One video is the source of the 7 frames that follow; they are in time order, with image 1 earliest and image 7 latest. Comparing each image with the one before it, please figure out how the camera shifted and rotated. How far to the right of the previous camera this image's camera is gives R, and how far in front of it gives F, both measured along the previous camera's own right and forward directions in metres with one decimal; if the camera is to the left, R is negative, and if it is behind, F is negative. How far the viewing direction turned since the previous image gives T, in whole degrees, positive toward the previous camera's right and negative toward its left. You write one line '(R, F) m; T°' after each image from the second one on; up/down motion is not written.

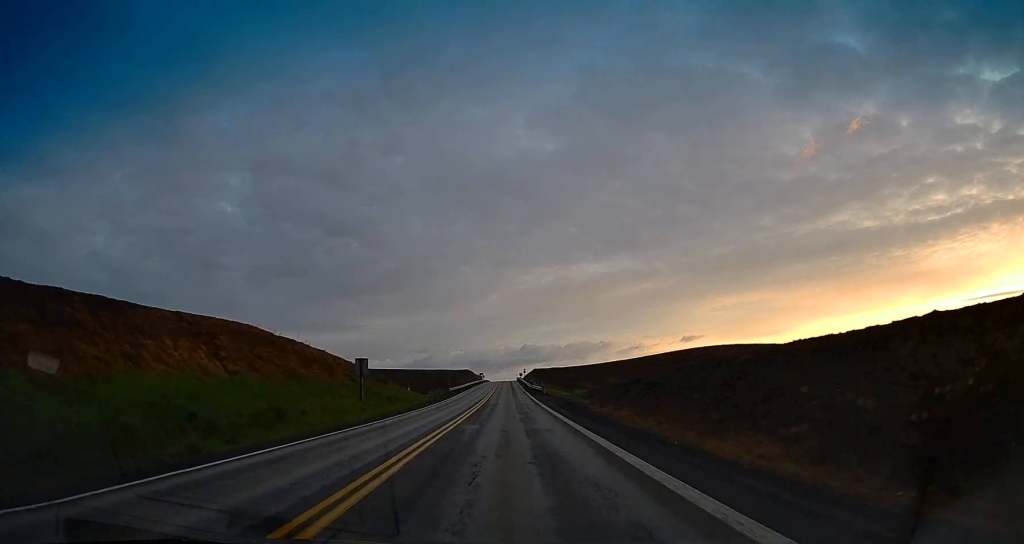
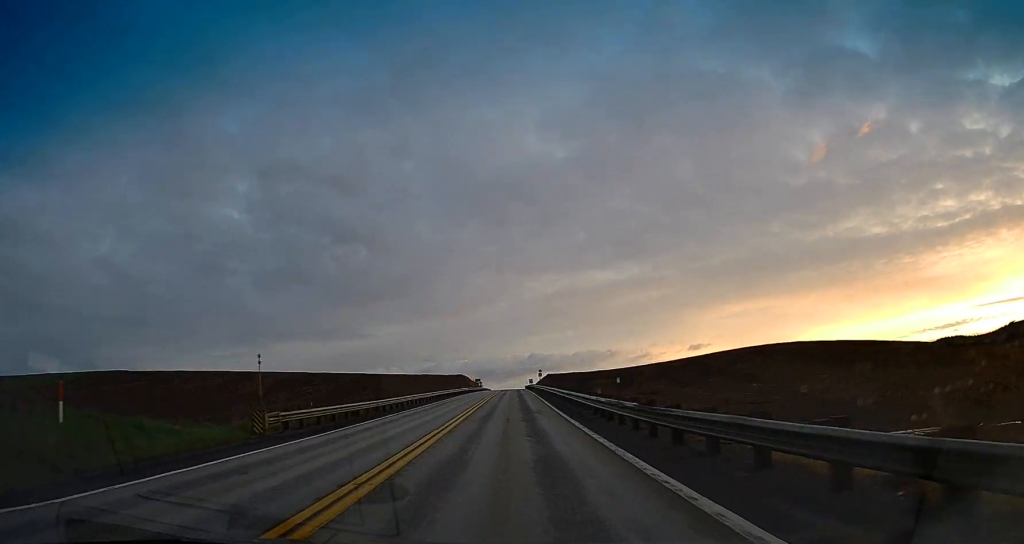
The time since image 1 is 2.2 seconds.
(-0.1, +58.6) m; 0°
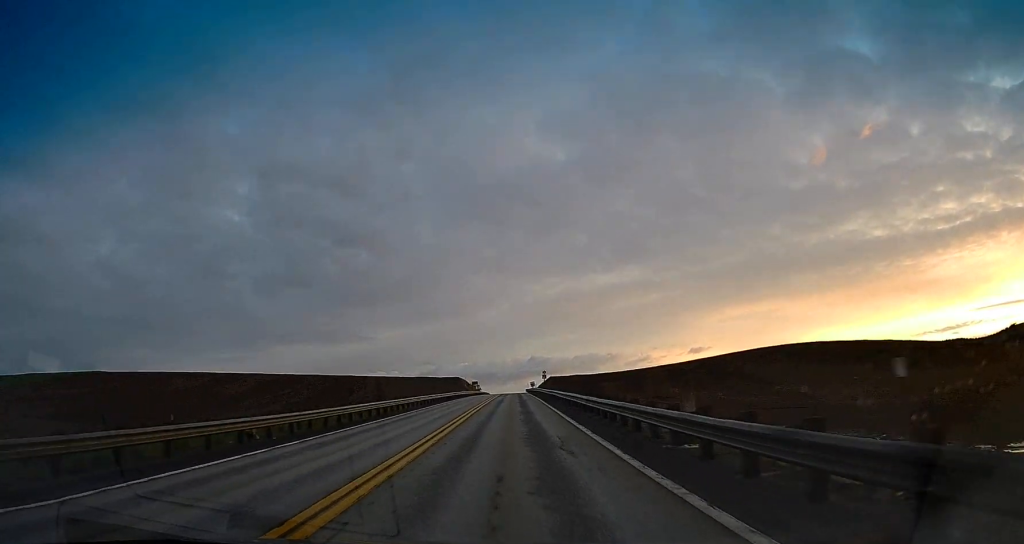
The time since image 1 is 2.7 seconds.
(+0.3, +13.3) m; 0°
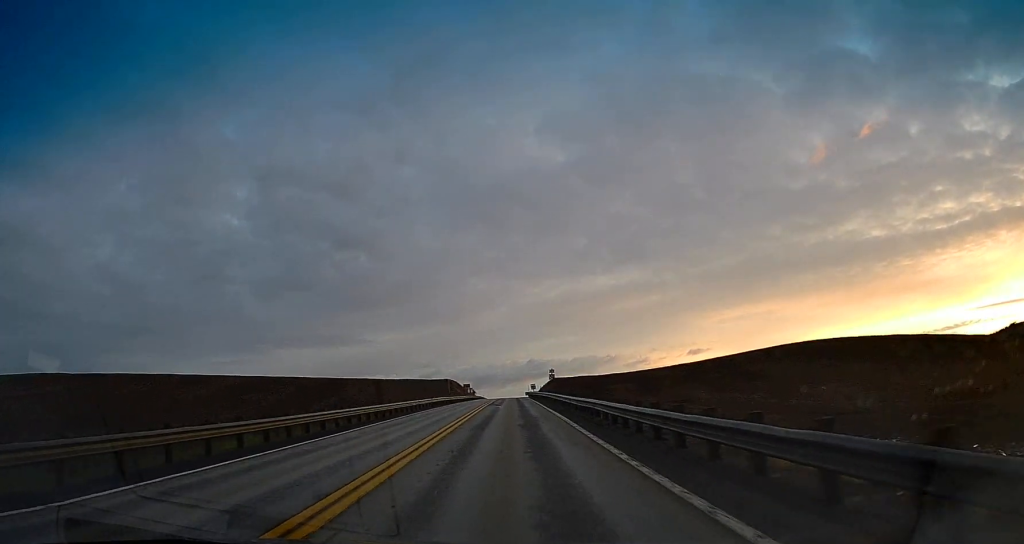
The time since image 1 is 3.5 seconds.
(+0.2, +21.3) m; 0°
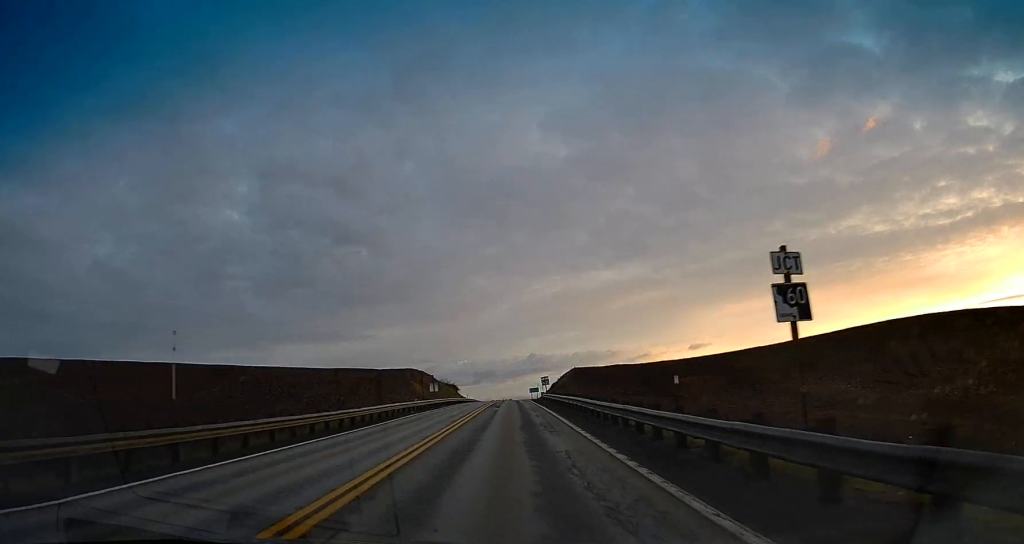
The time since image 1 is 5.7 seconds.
(-0.4, +59.1) m; 0°
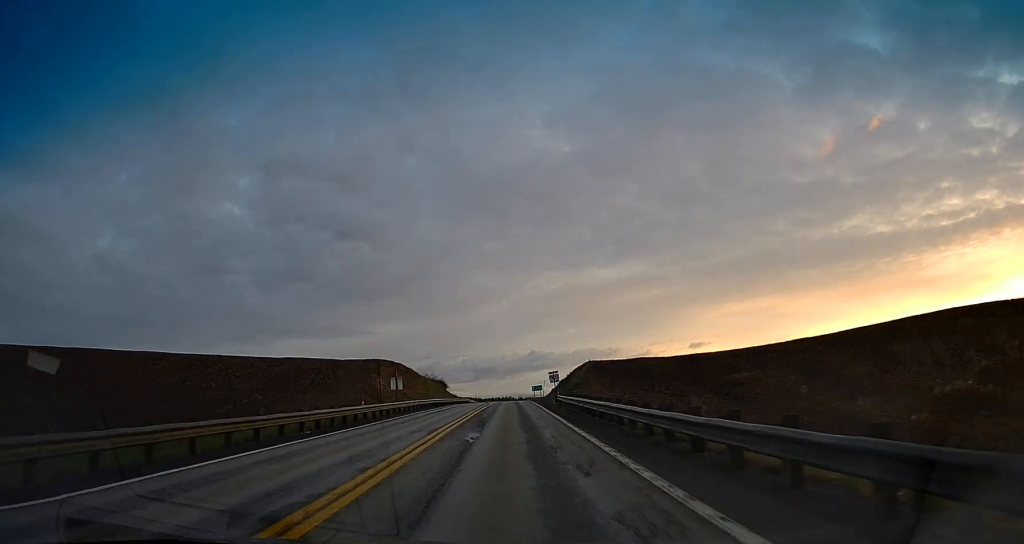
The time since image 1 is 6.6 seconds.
(0.0, +21.9) m; 0°
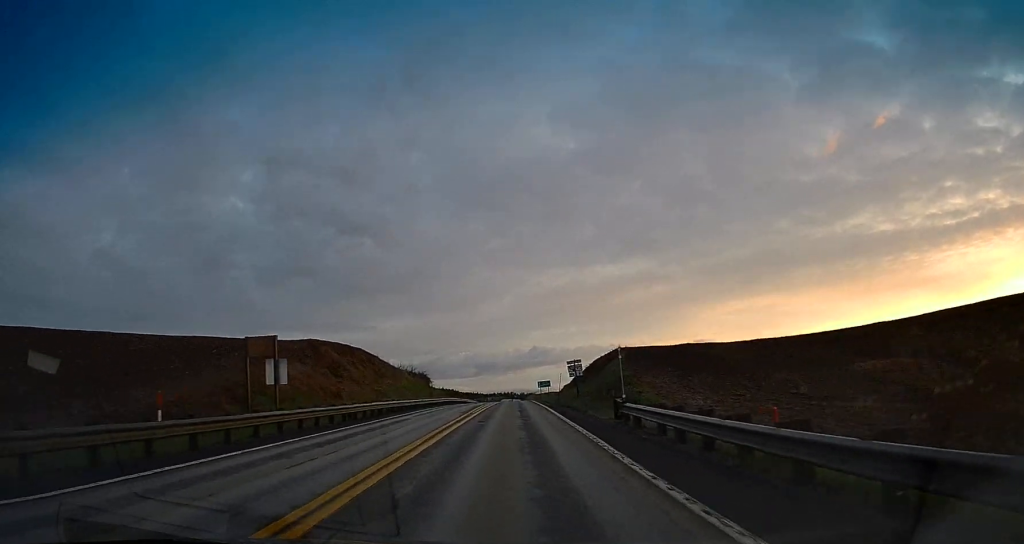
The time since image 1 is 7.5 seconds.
(+0.3, +24.7) m; 0°
